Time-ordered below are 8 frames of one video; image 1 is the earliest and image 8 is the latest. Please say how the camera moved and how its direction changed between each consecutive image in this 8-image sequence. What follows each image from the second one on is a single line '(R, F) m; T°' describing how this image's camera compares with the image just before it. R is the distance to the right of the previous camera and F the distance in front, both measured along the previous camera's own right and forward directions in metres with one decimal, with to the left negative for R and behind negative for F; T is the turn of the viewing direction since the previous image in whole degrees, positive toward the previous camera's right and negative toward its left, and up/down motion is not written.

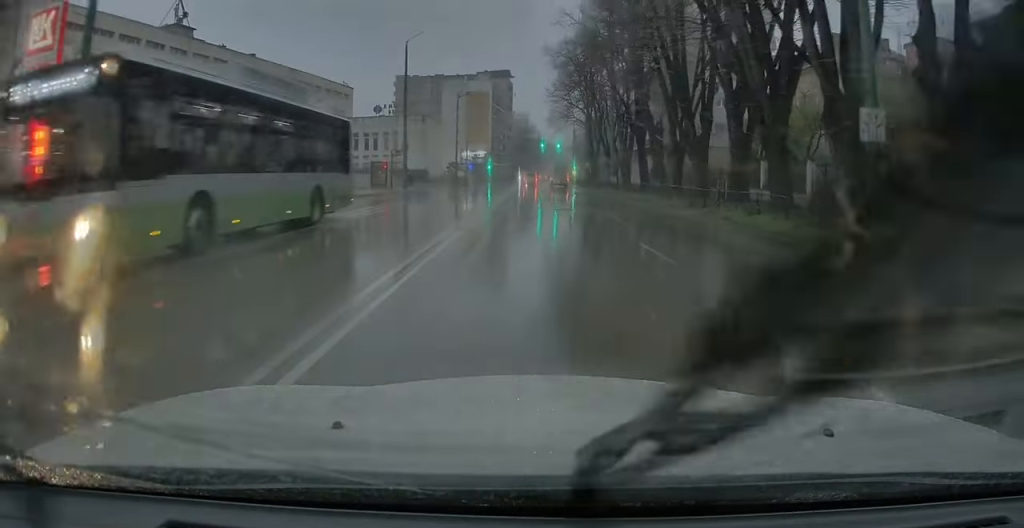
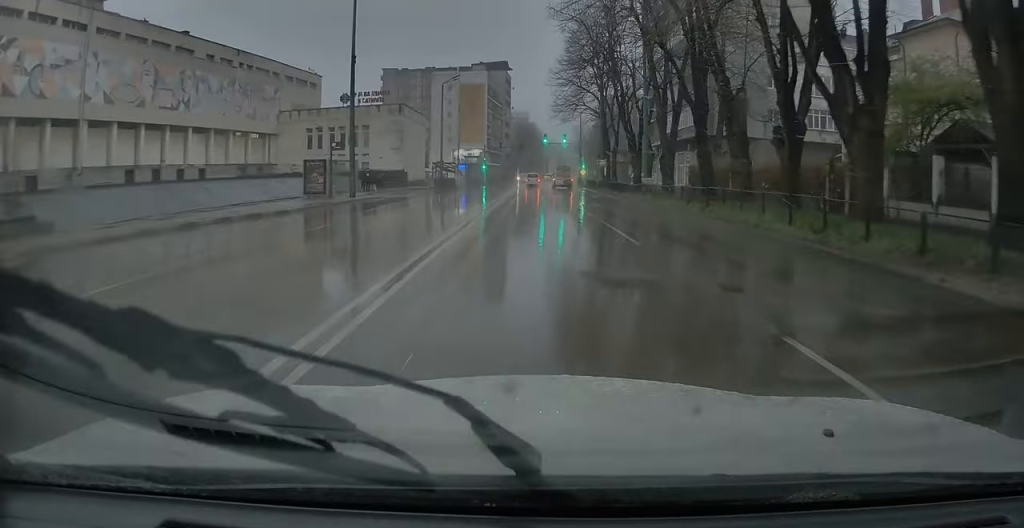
(+0.2, +16.0) m; +1°
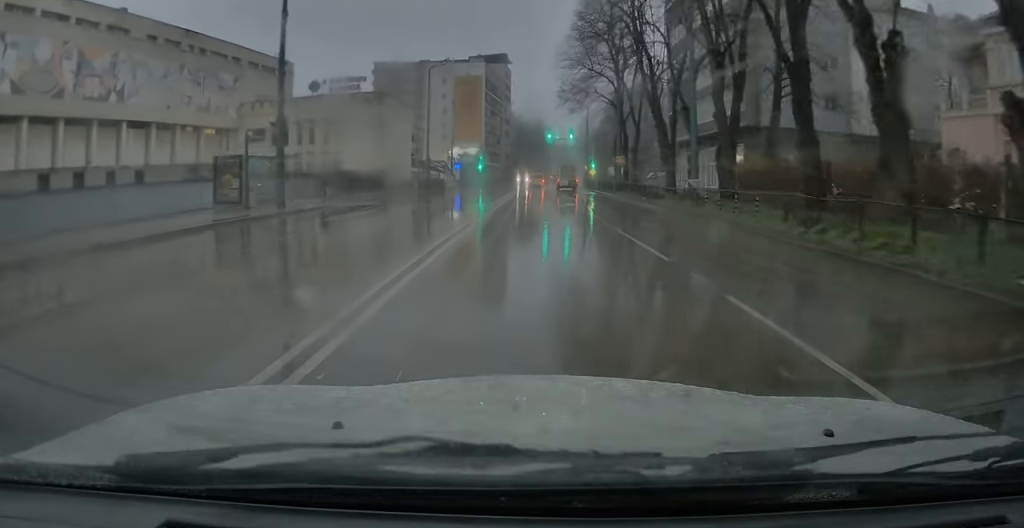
(+0.1, +11.0) m; -1°
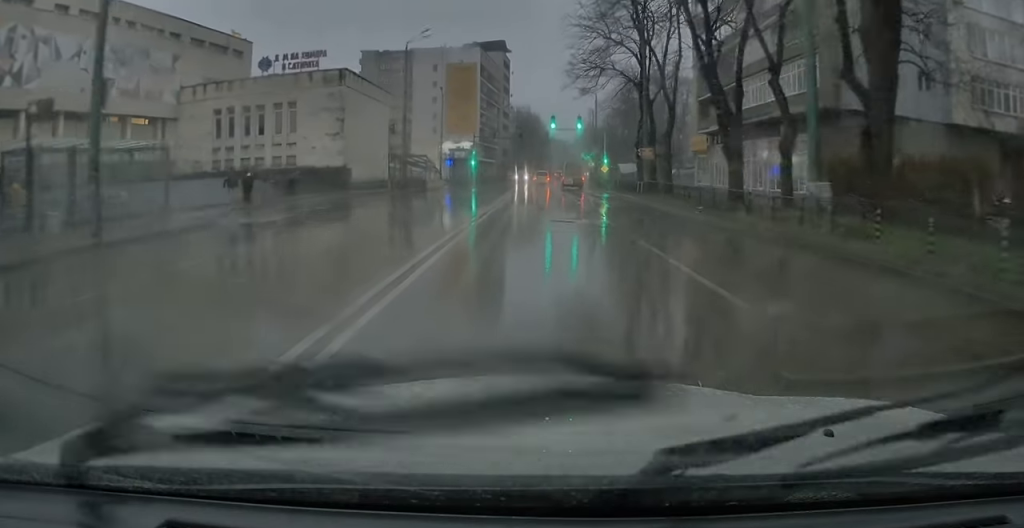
(-0.2, +12.0) m; -1°
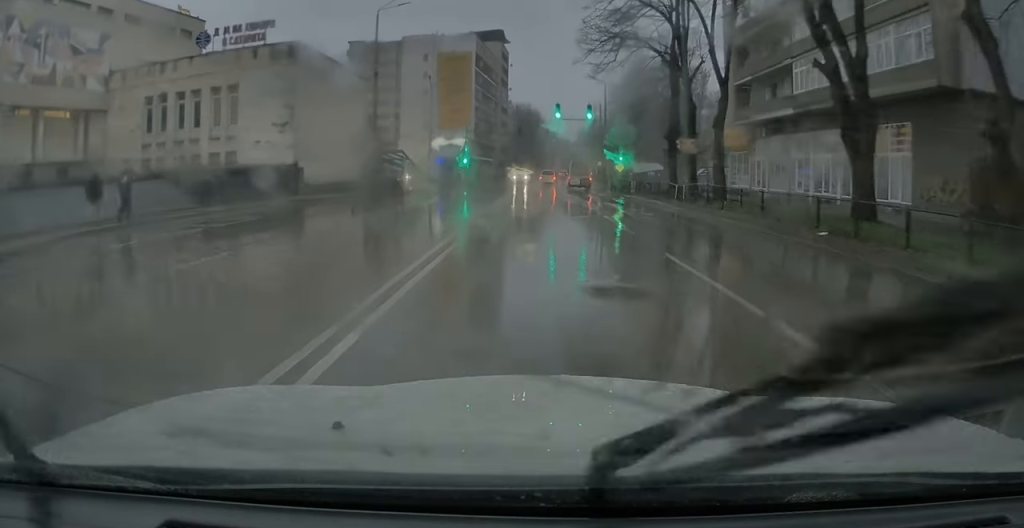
(0.0, +10.5) m; 0°
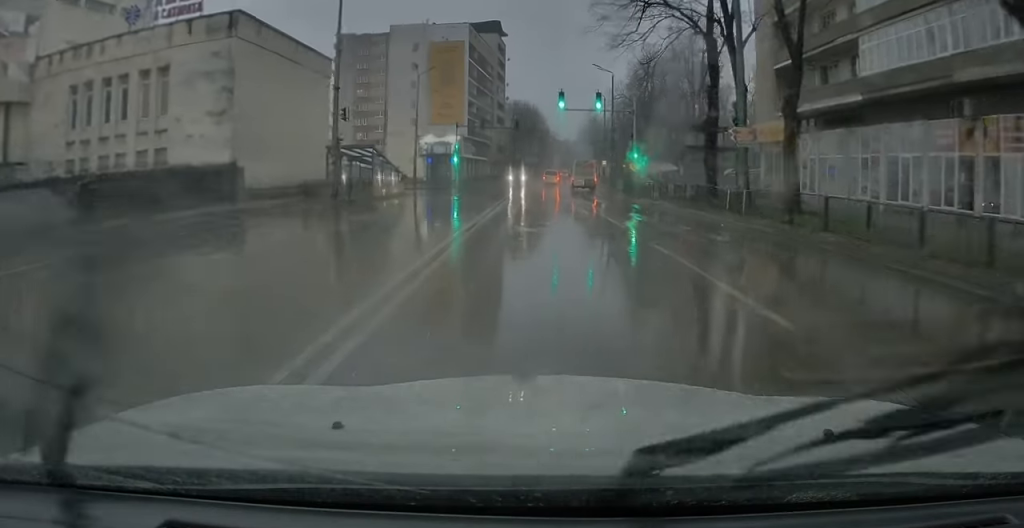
(0.0, +8.1) m; +1°
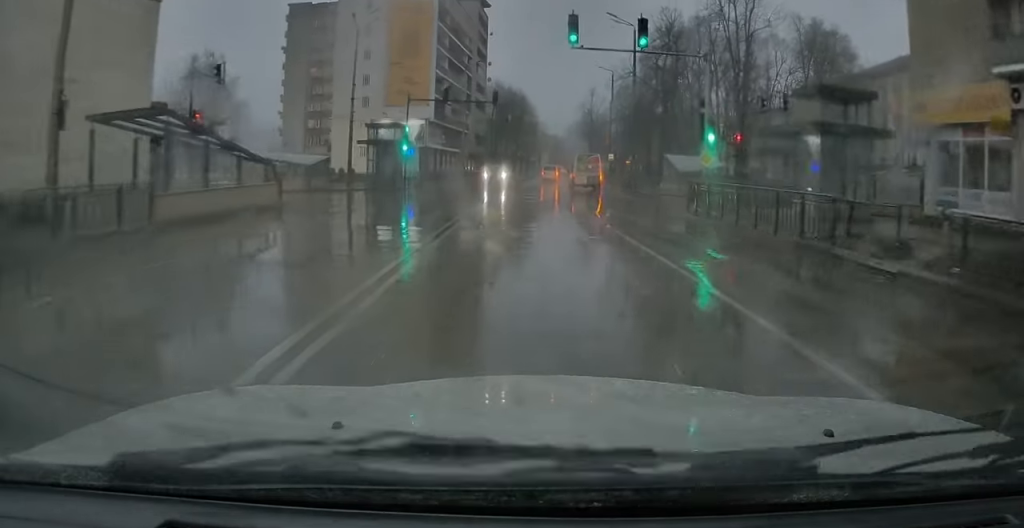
(+0.4, +21.5) m; +2°
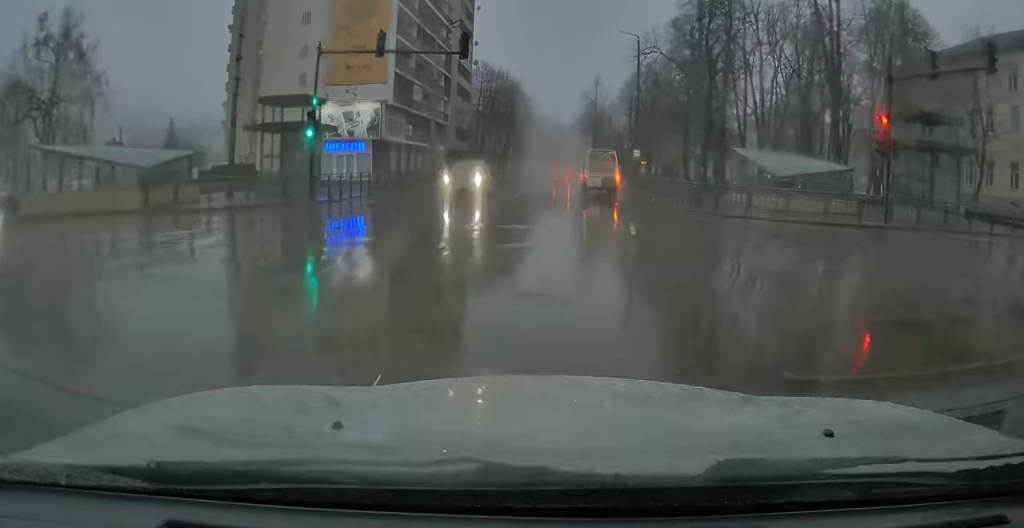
(+0.2, +20.3) m; 0°
